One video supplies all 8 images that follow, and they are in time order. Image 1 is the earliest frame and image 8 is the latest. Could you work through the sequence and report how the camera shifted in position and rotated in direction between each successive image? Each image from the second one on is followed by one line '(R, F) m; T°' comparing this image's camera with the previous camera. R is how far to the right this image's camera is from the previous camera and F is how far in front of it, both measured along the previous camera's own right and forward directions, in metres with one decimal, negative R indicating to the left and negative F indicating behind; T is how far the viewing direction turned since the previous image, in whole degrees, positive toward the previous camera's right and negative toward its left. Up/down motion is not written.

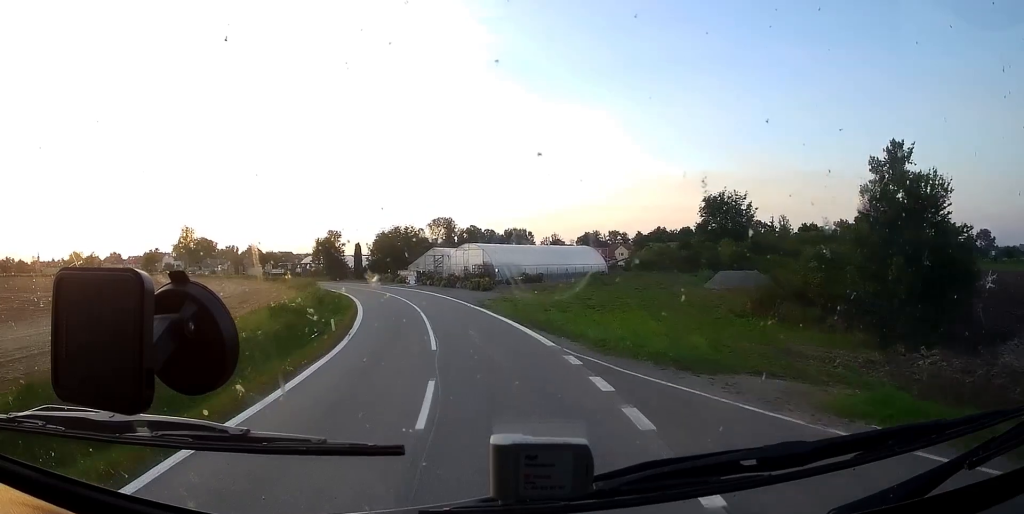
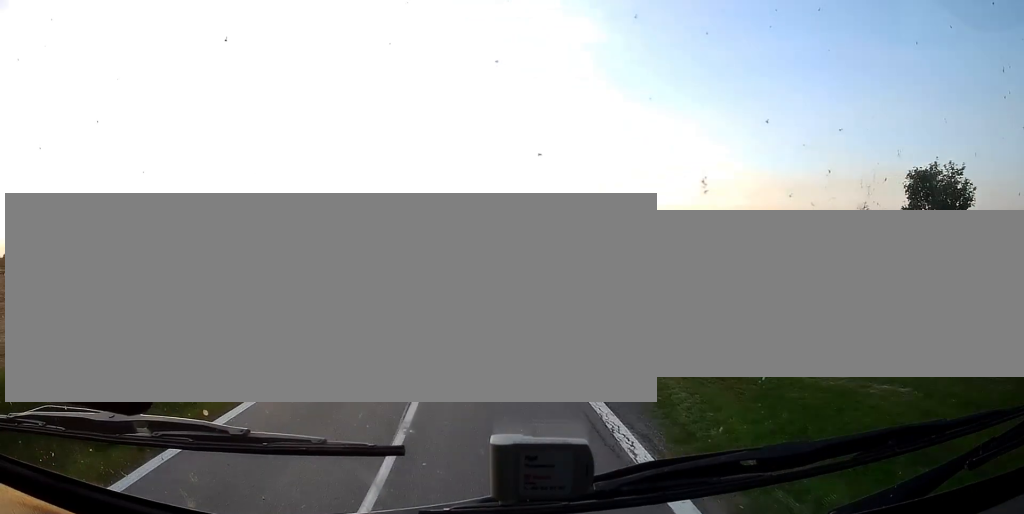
(-2.6, +27.0) m; -12°
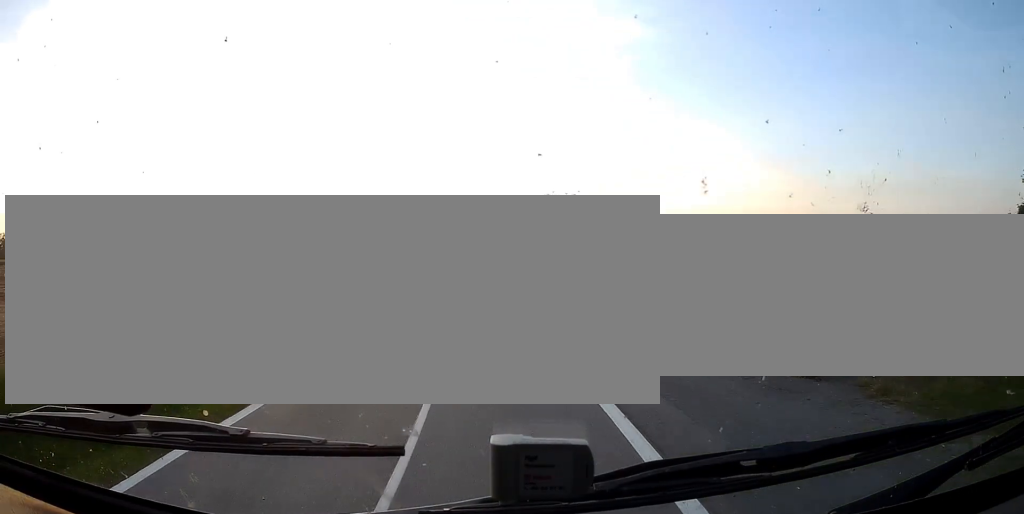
(-0.5, +12.2) m; -5°
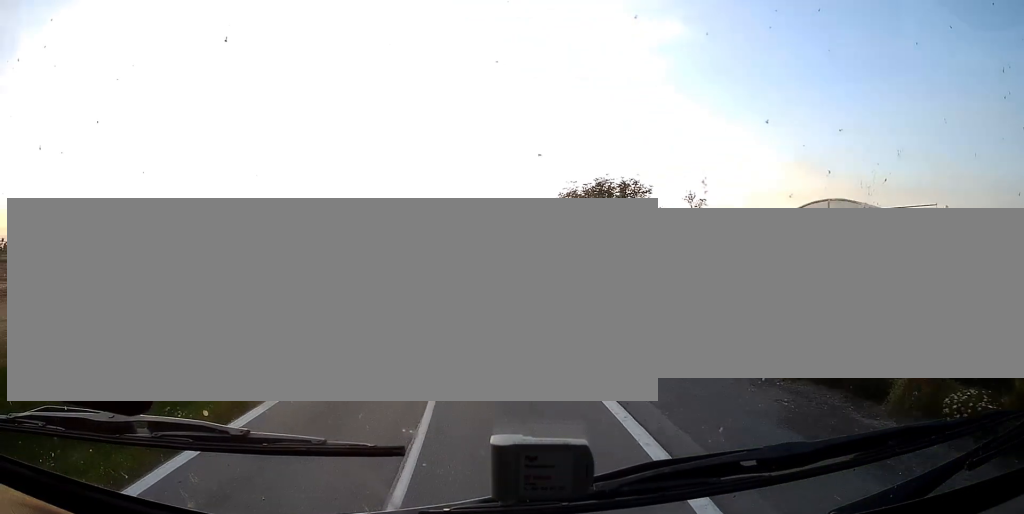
(+0.1, +9.5) m; -4°
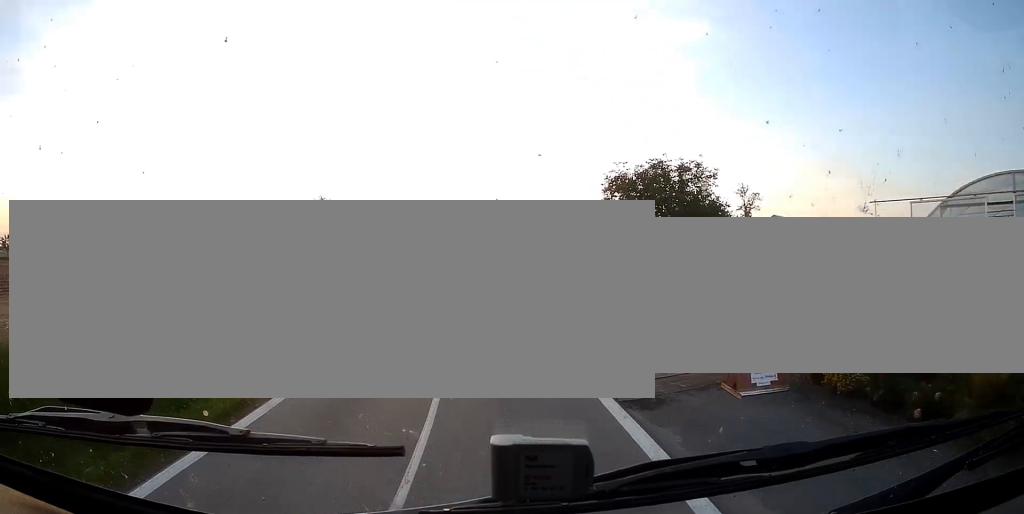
(-0.8, +7.8) m; -4°
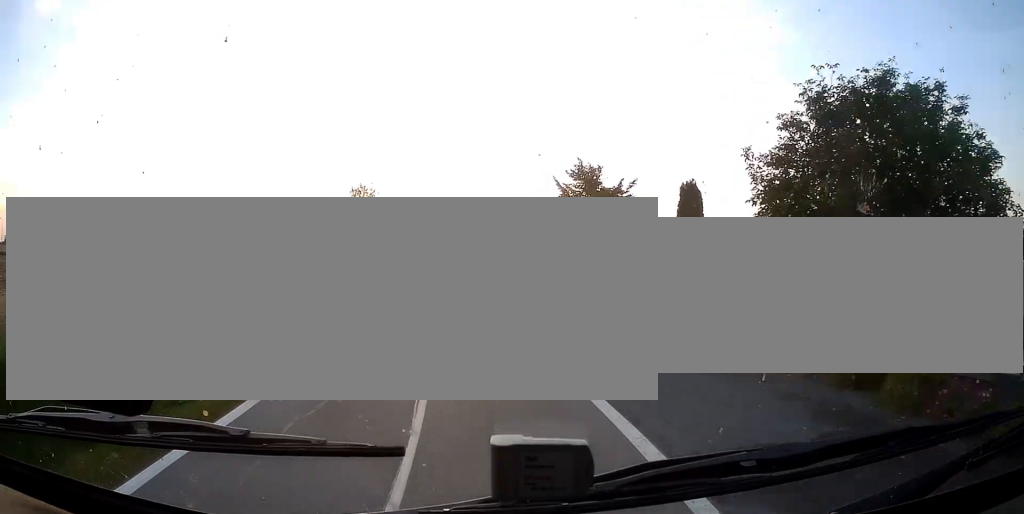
(-0.6, +17.0) m; -3°
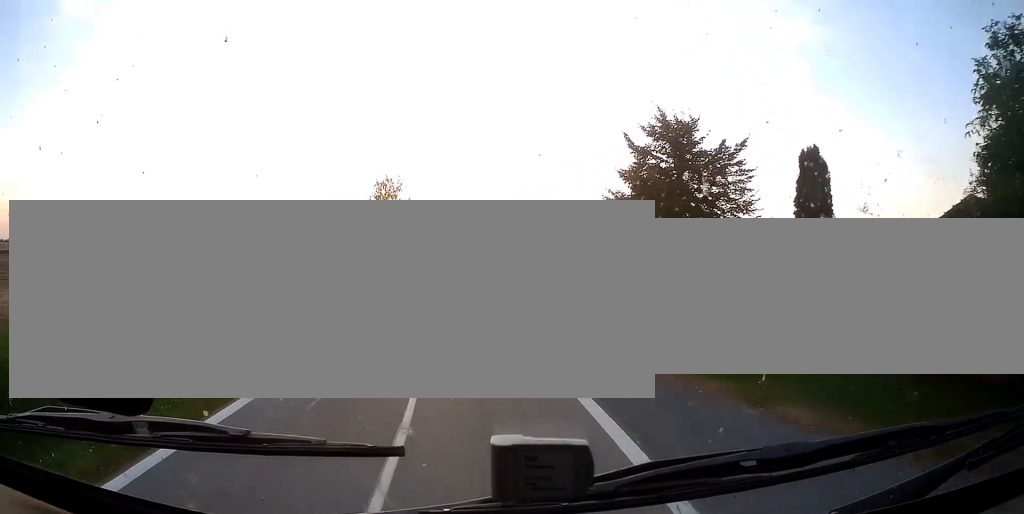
(-0.2, +8.7) m; -4°
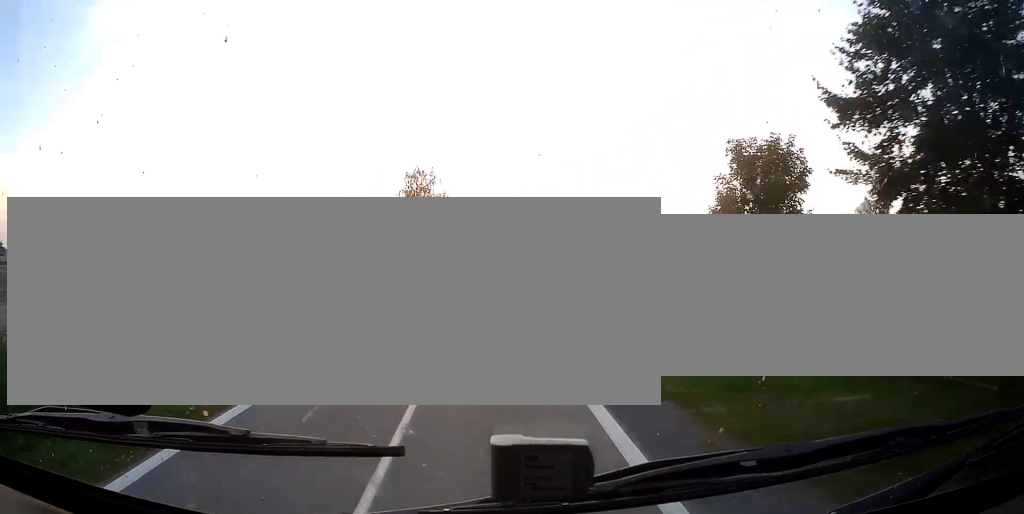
(-0.4, +10.3) m; -4°
